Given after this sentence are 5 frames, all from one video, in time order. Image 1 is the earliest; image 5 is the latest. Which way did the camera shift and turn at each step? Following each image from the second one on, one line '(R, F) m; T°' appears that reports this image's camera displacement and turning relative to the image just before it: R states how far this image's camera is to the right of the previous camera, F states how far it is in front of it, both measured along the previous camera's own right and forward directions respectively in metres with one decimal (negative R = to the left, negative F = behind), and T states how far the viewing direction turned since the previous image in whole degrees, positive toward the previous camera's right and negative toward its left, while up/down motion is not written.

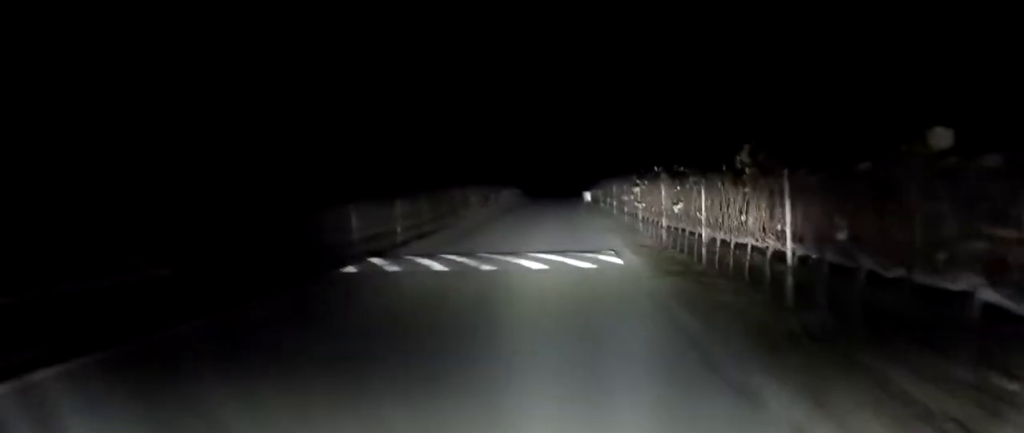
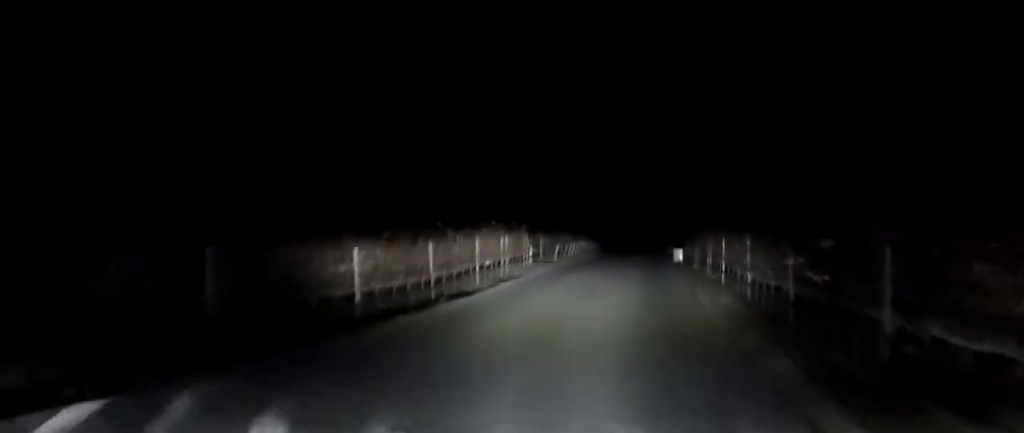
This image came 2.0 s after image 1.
(+0.4, +14.4) m; 0°
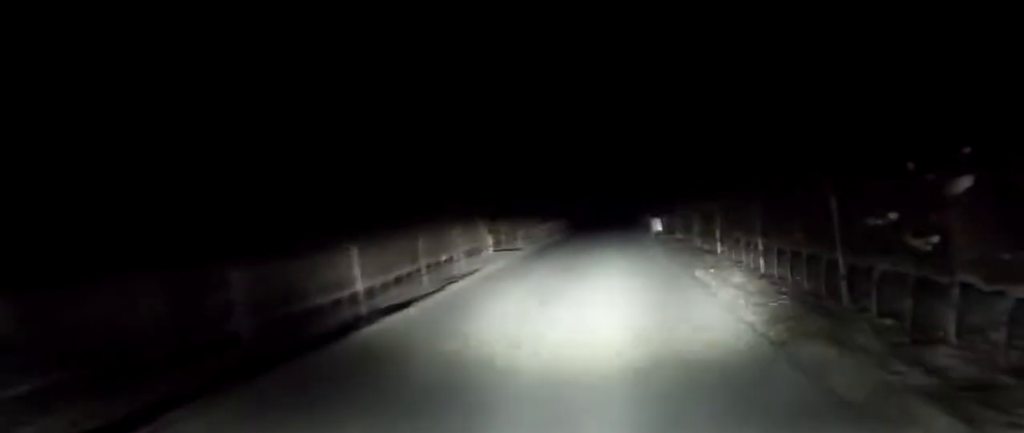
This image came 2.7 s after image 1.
(-0.2, +4.9) m; -3°
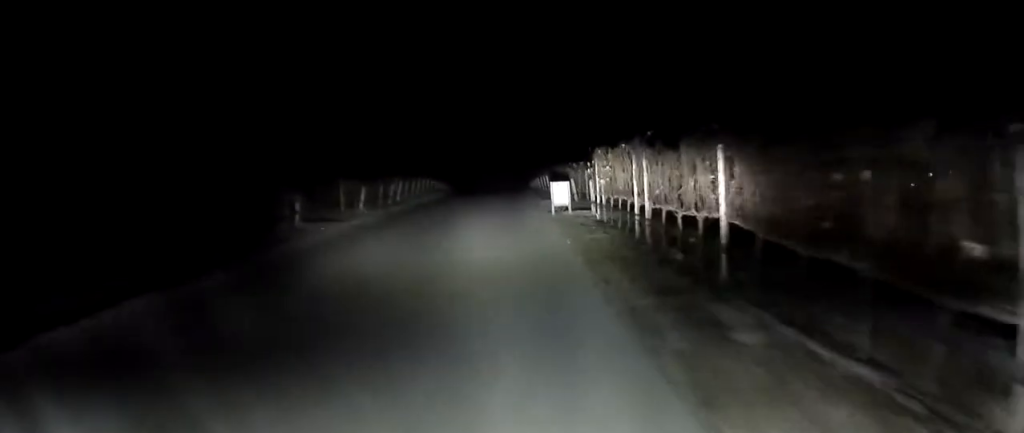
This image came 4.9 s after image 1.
(+0.7, +13.1) m; +5°
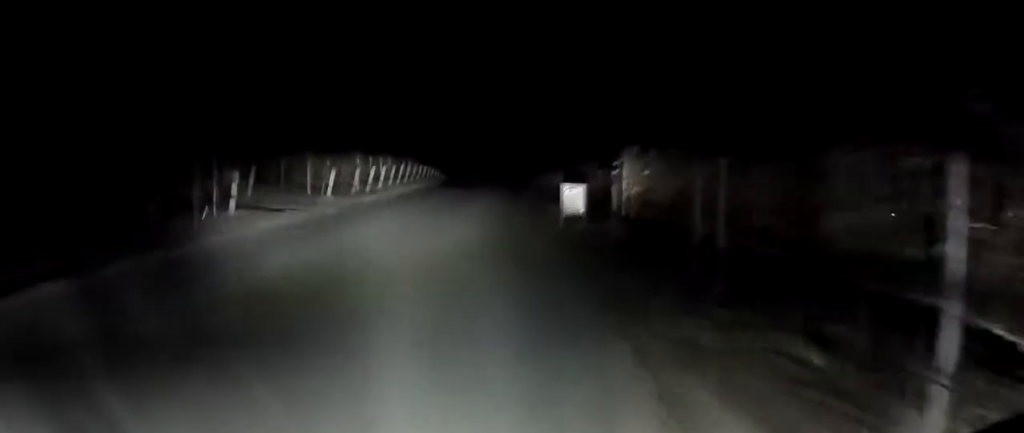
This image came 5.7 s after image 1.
(0.0, +5.4) m; -1°
